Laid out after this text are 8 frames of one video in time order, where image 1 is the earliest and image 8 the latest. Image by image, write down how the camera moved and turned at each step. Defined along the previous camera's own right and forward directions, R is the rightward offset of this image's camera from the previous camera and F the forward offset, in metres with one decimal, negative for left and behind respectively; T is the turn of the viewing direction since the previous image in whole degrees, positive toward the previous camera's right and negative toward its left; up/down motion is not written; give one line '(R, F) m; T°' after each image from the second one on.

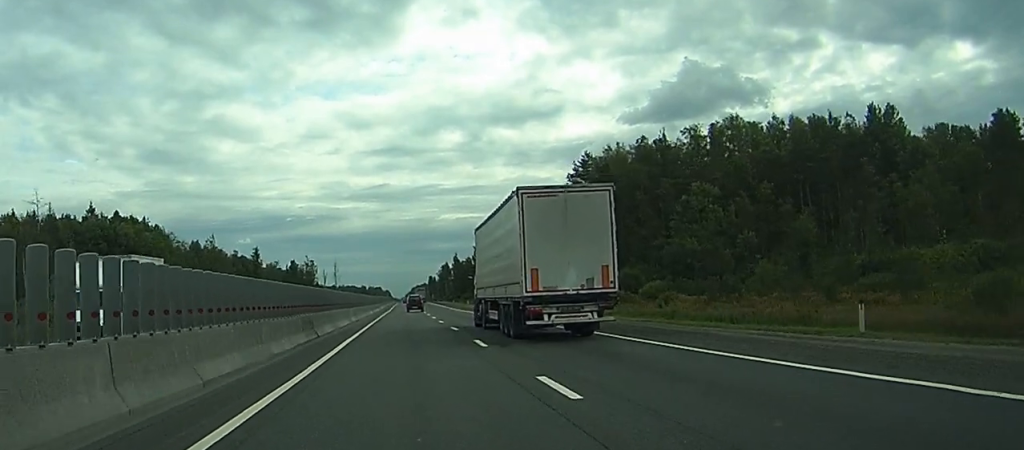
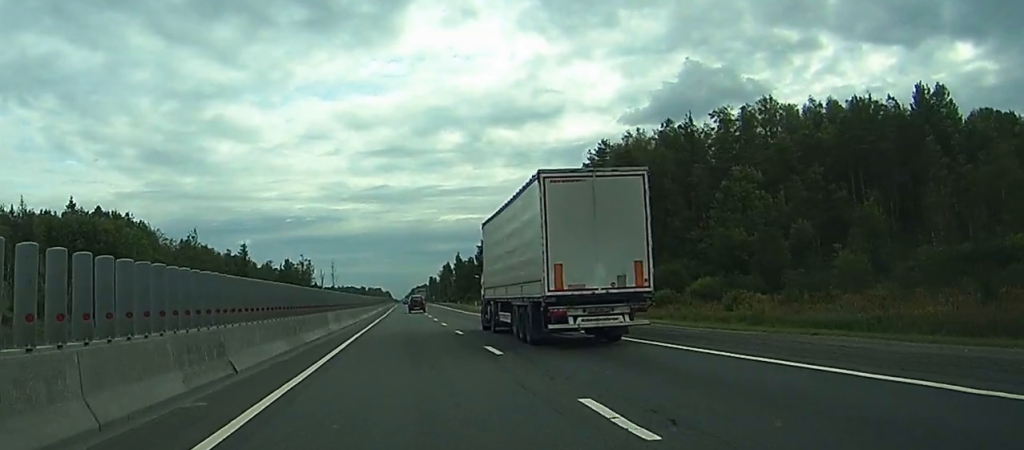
(0.0, +15.1) m; 0°
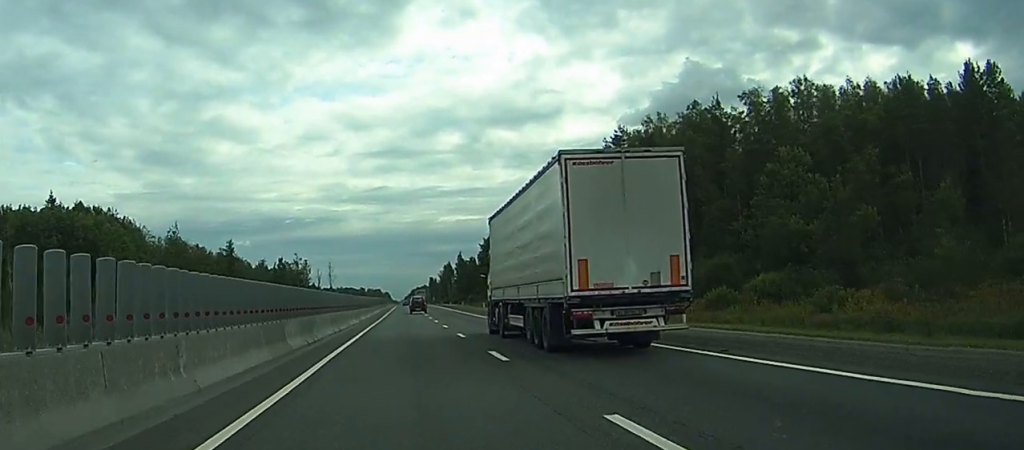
(0.0, +13.3) m; 0°
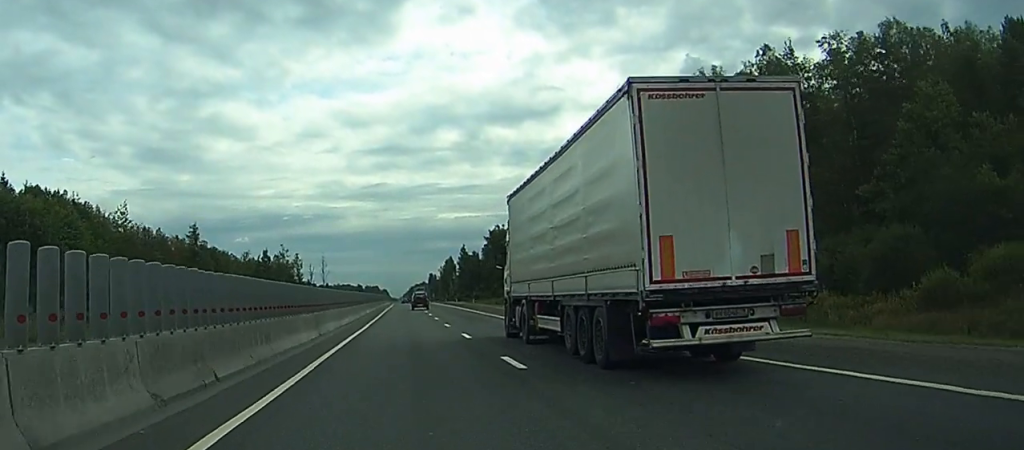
(0.0, +26.7) m; 0°
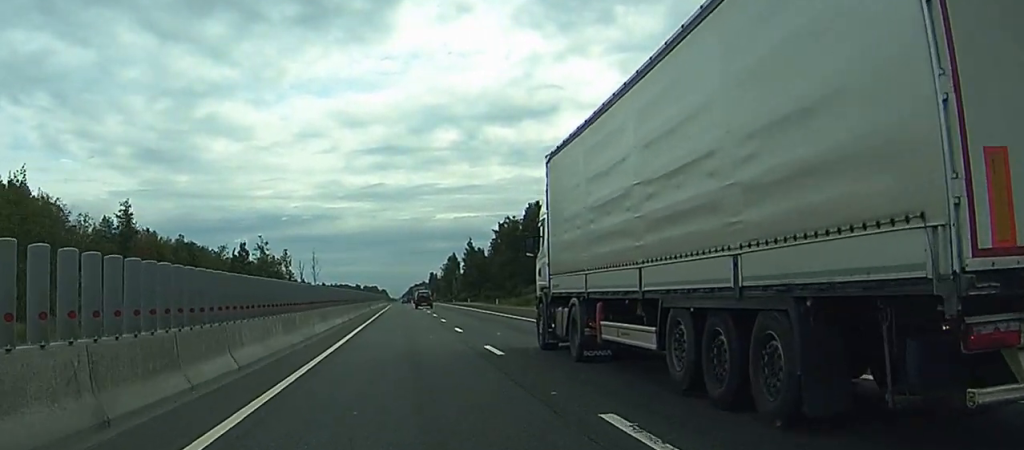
(0.0, +33.2) m; +1°
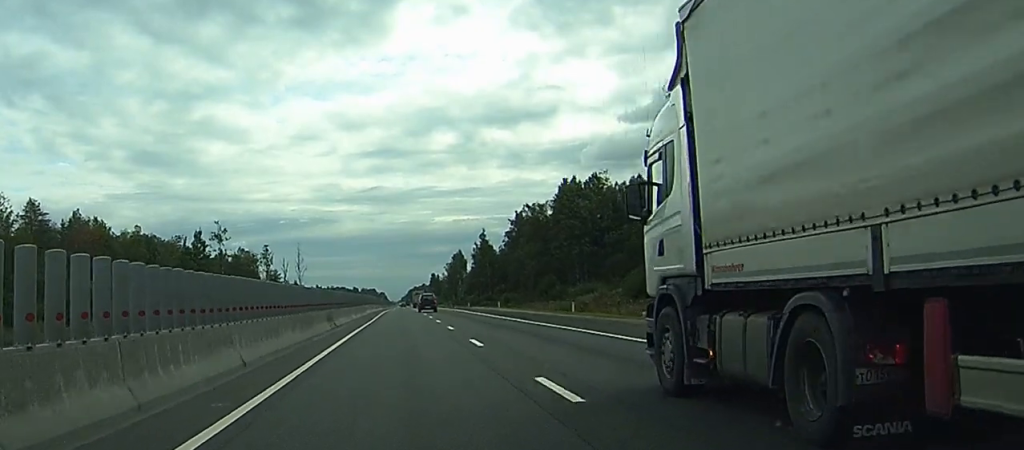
(+0.2, +44.2) m; -2°
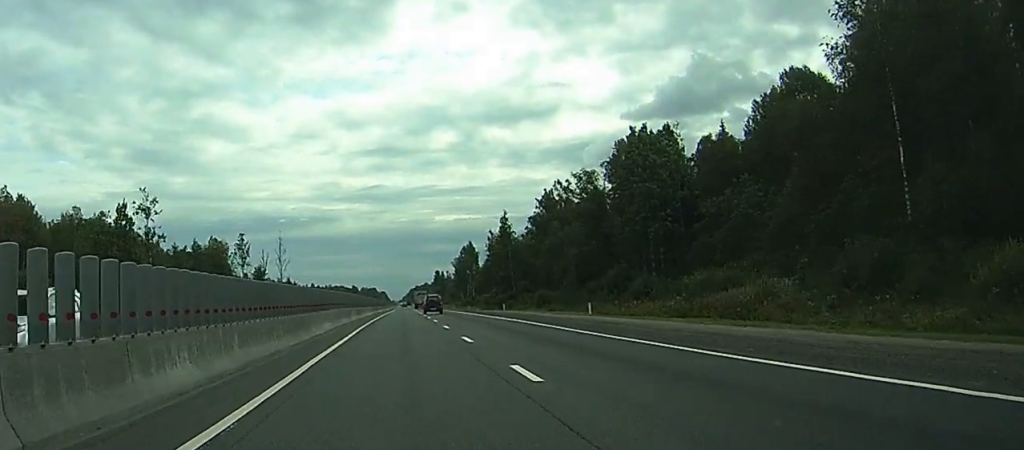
(-0.8, +44.8) m; 0°
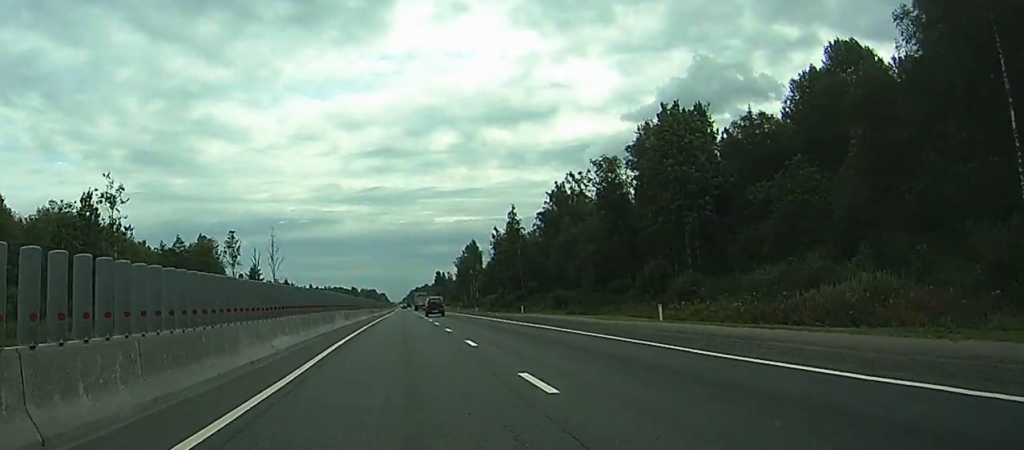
(0.0, +13.5) m; 0°
